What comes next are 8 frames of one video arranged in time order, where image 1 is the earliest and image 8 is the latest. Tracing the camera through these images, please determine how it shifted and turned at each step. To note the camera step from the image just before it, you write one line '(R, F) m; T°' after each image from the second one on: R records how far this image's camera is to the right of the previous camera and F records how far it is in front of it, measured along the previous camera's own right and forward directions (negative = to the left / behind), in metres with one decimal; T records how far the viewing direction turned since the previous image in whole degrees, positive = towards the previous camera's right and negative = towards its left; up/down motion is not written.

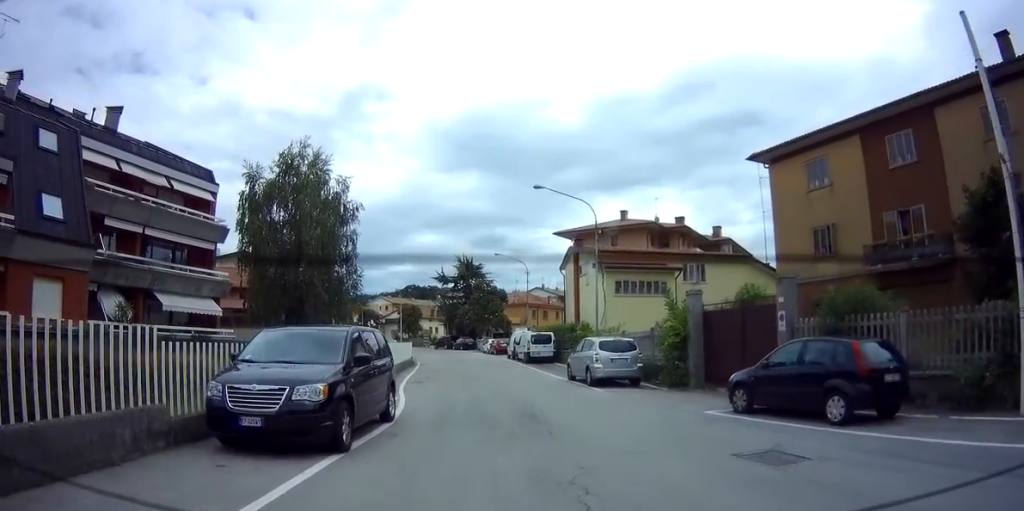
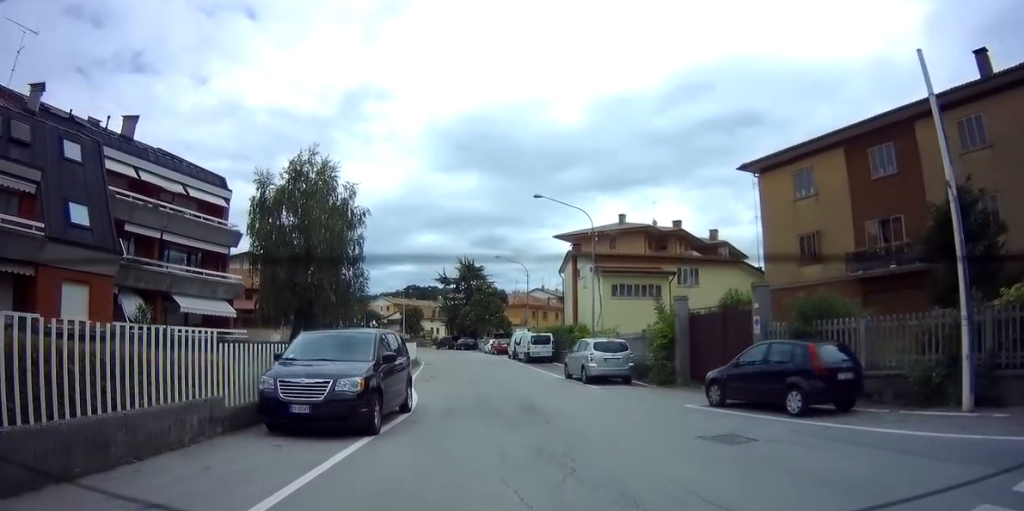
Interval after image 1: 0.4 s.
(-0.1, +1.1) m; -3°
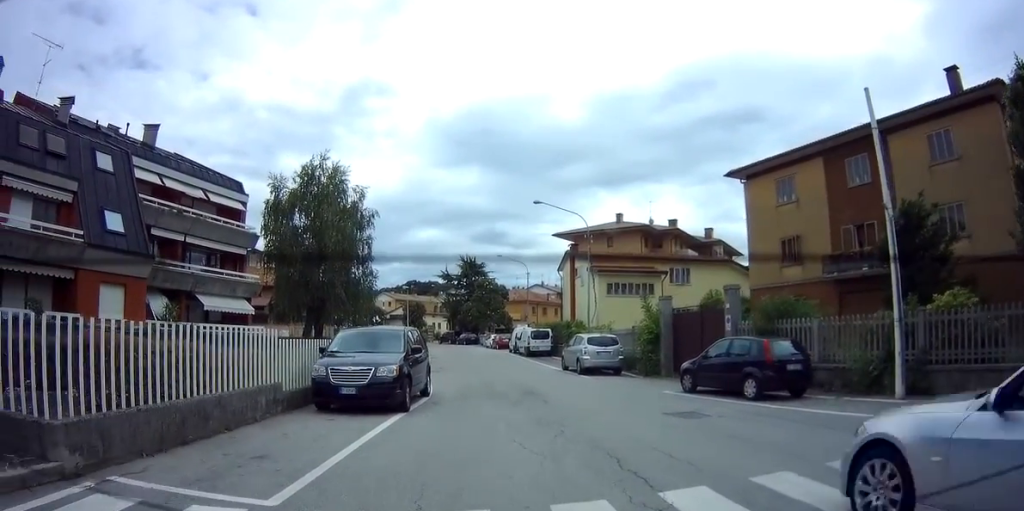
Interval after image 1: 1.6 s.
(-0.1, +1.5) m; -2°
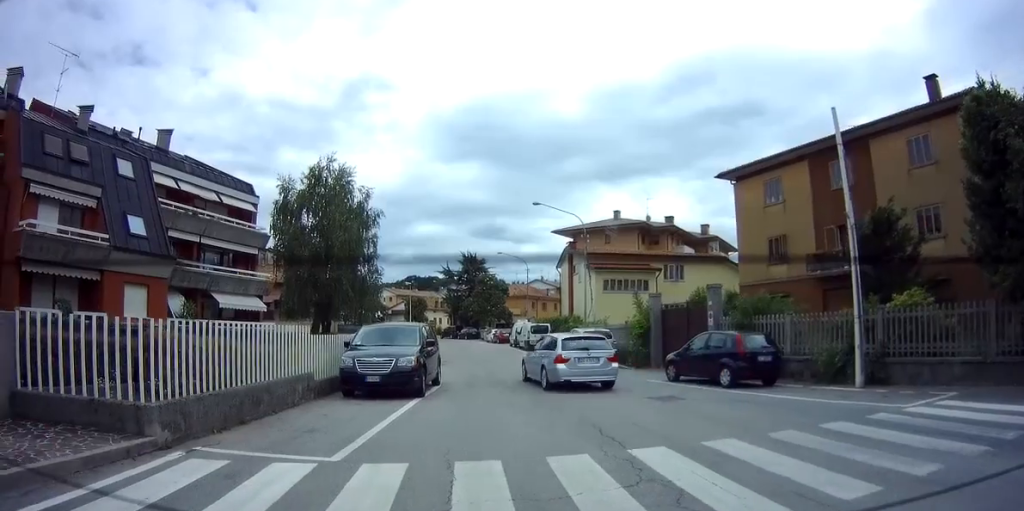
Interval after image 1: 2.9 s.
(0.0, +1.0) m; +2°
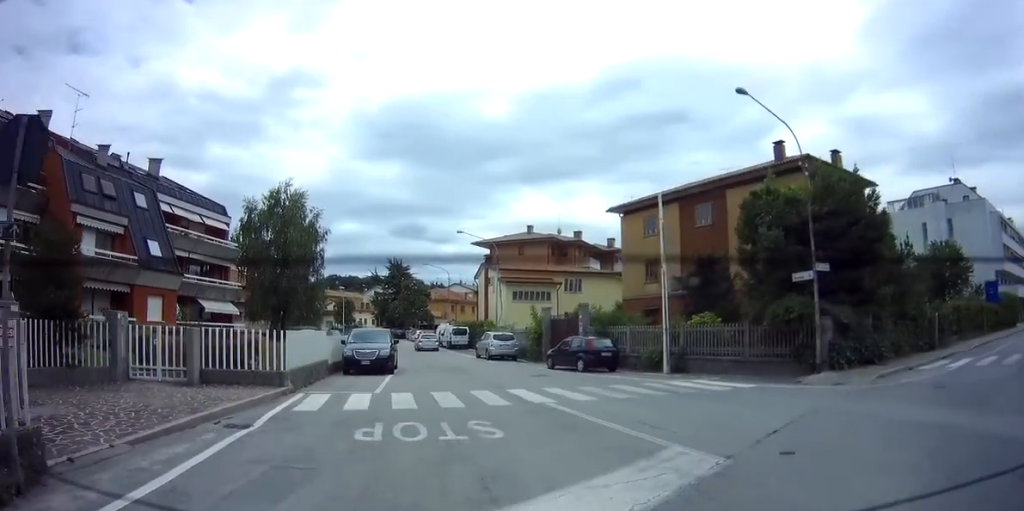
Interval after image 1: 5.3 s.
(+2.1, +7.5) m; +21°
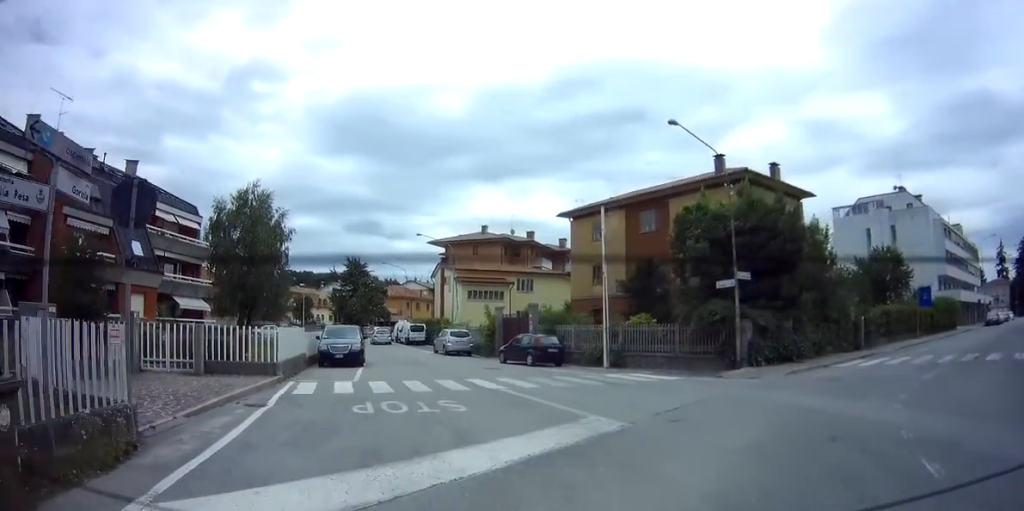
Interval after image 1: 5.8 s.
(0.0, +2.4) m; 0°
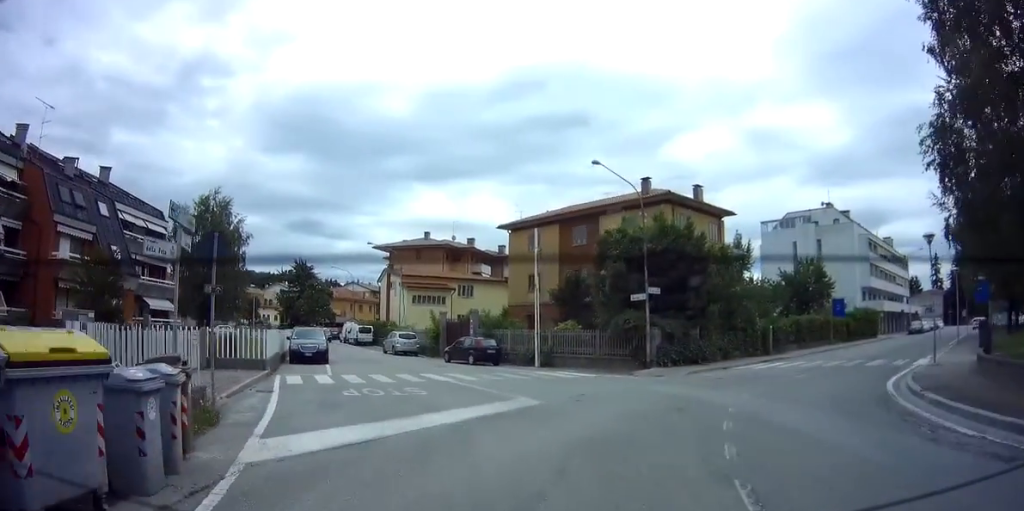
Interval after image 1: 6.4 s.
(0.0, +3.6) m; +1°
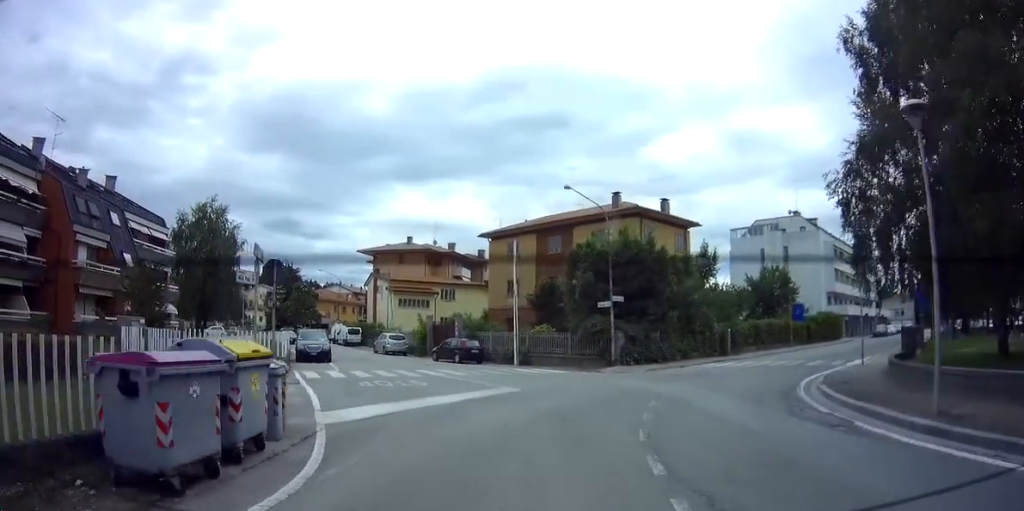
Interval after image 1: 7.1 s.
(0.0, +3.4) m; +2°
